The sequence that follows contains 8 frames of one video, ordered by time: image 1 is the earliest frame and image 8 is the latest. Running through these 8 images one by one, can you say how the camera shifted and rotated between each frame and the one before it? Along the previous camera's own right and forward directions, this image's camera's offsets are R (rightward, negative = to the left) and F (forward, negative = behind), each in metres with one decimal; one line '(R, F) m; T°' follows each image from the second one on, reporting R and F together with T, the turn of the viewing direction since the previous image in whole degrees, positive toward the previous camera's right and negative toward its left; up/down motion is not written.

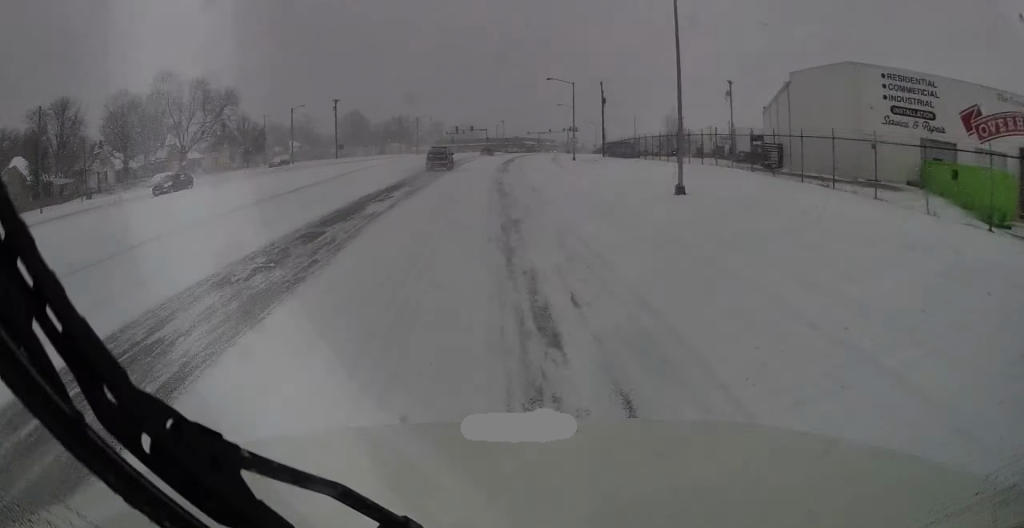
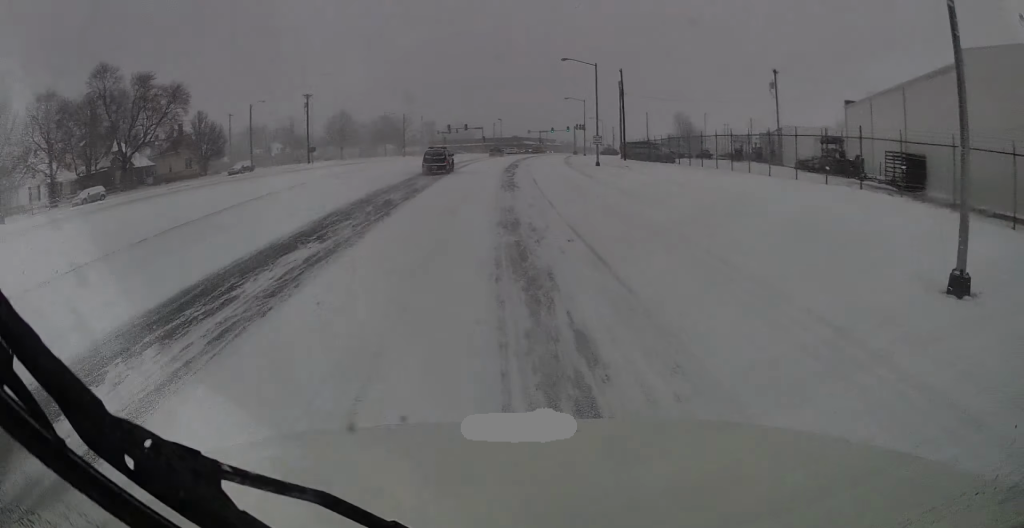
(-0.1, +15.9) m; -1°
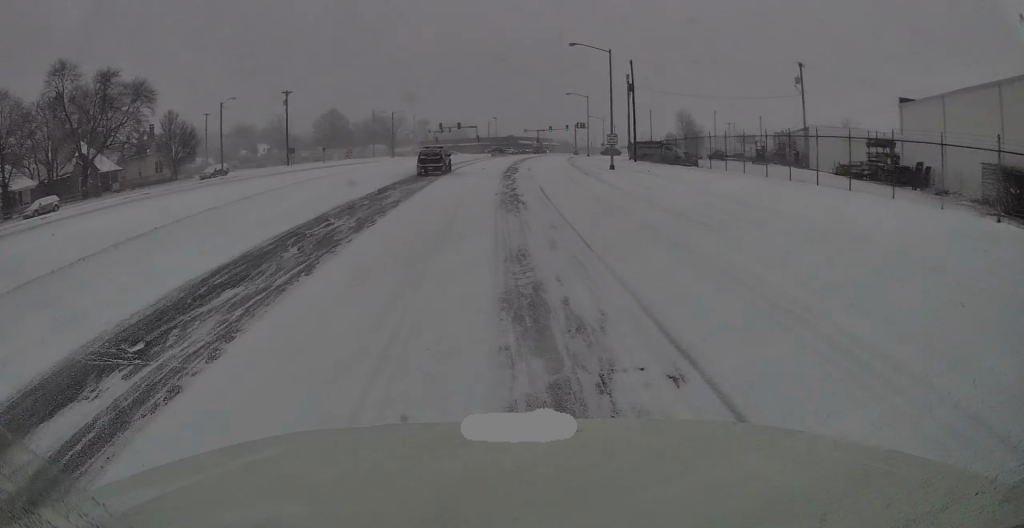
(-0.3, +7.7) m; 0°
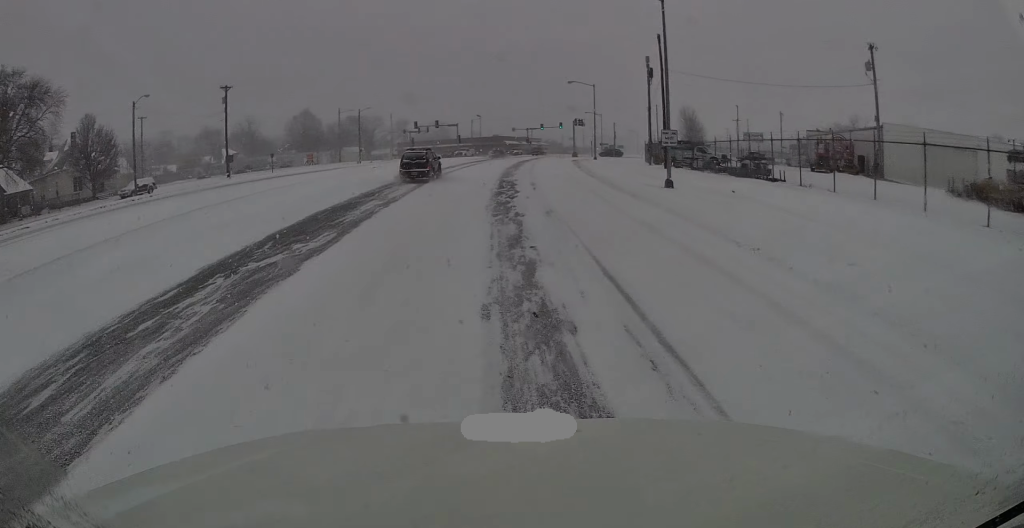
(+0.6, +16.3) m; +3°
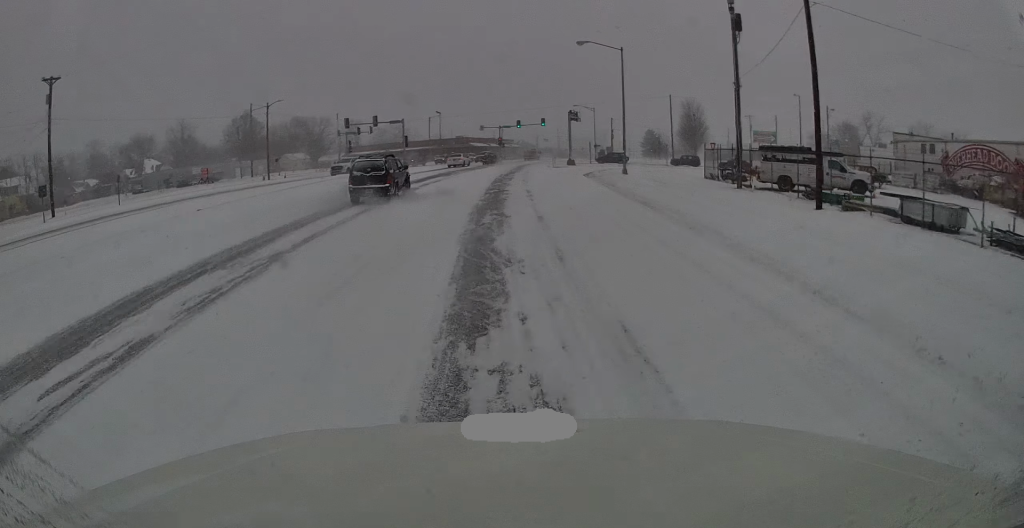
(+0.8, +28.3) m; +3°
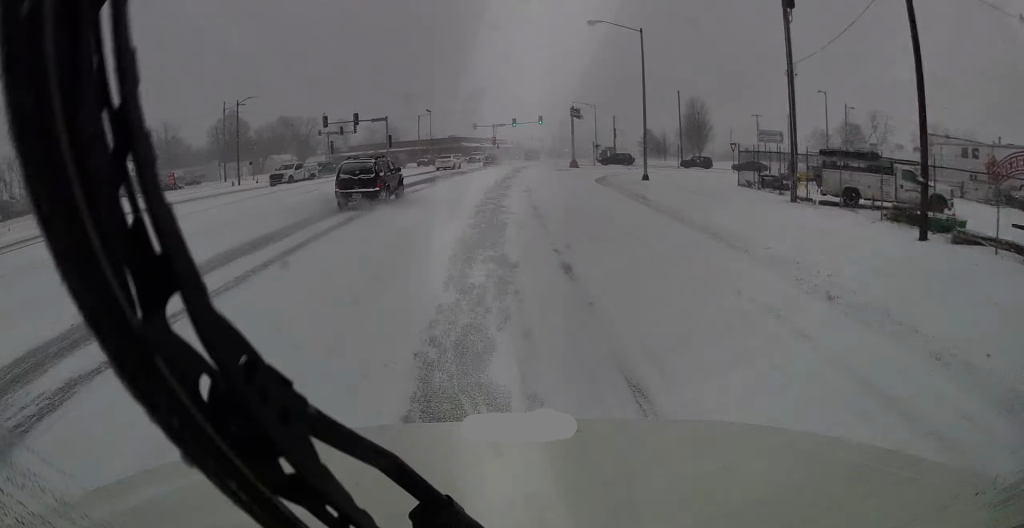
(+0.1, +7.3) m; +1°
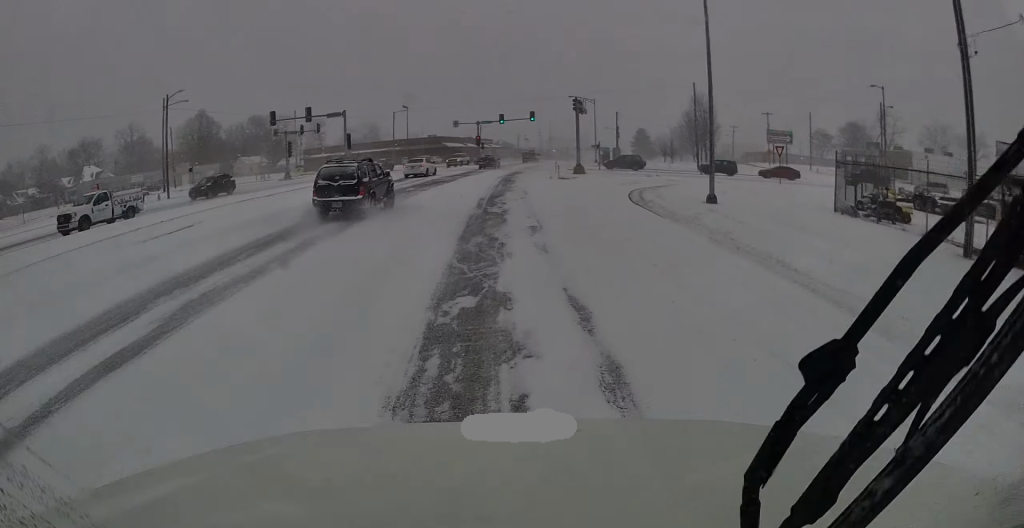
(+0.2, +13.1) m; +1°
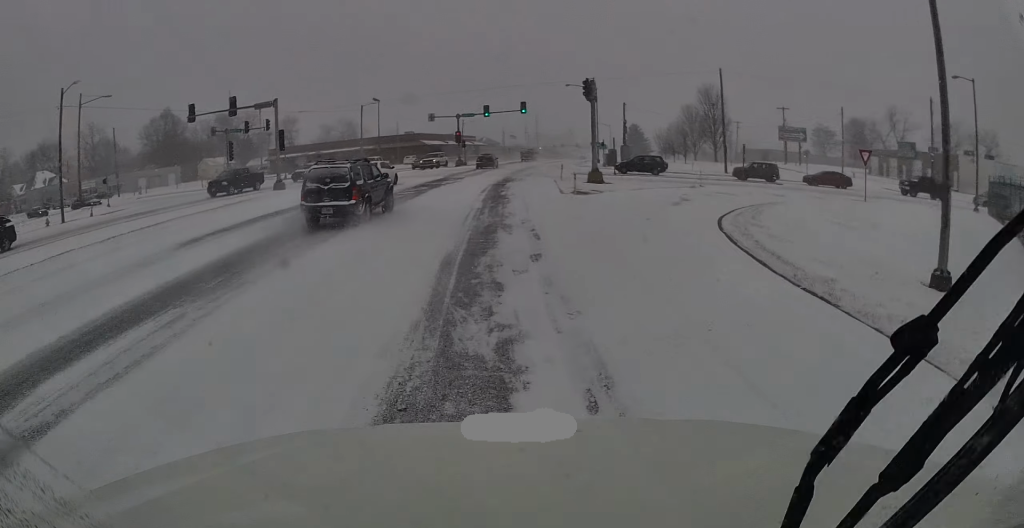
(+0.2, +13.8) m; 0°
